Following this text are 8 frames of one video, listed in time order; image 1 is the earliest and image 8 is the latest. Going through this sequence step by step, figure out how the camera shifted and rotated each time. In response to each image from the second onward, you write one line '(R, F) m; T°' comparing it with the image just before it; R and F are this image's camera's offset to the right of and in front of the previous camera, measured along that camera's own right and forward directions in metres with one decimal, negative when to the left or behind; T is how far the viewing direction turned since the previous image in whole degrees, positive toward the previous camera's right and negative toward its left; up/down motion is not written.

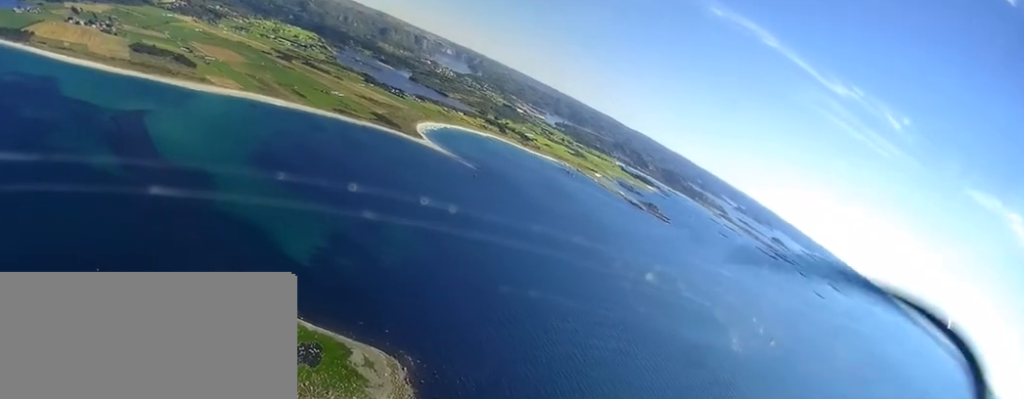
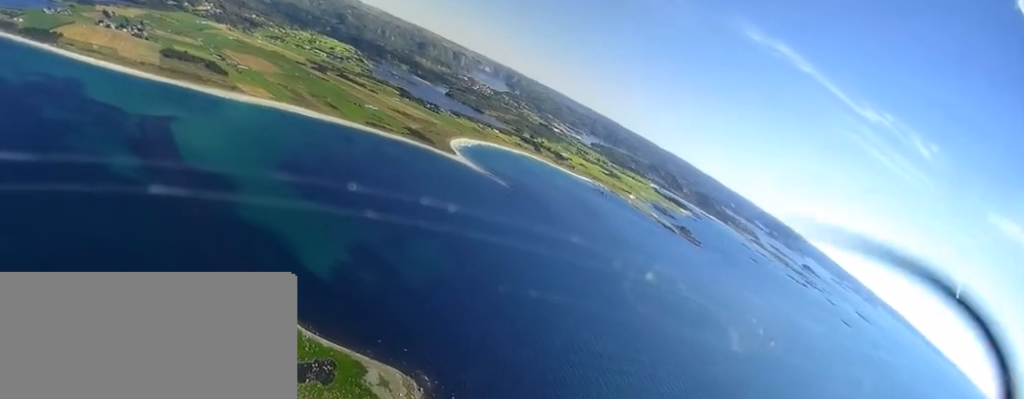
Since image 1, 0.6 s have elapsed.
(-0.4, +27.2) m; -3°
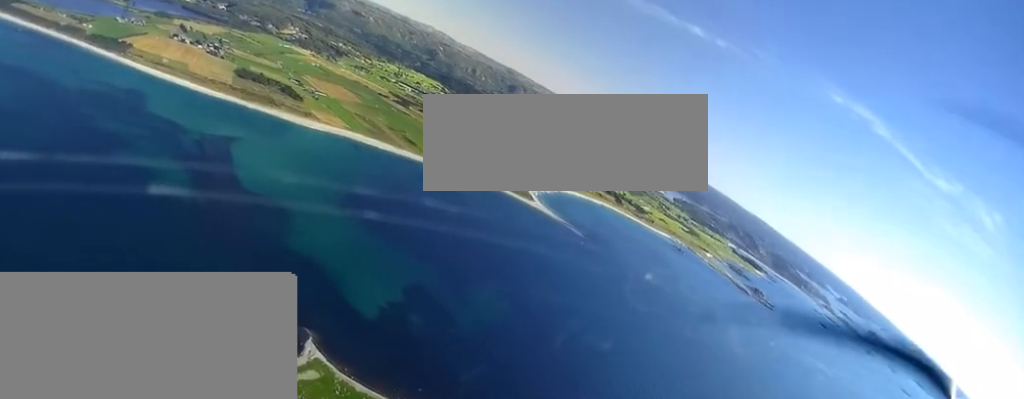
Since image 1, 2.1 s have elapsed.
(-5.6, +69.9) m; -9°
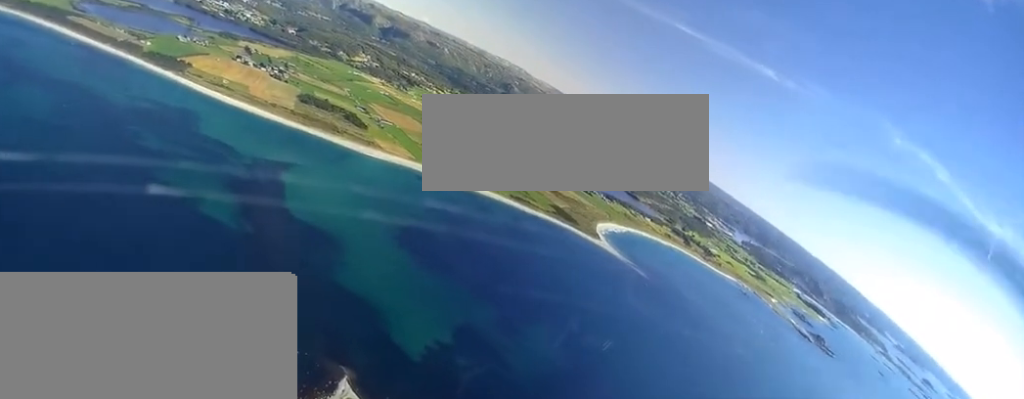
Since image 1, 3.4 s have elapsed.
(-3.4, +58.3) m; -7°
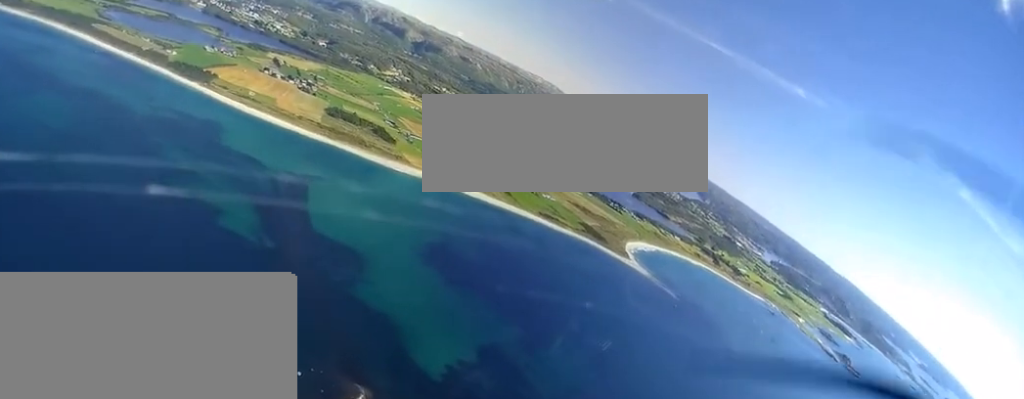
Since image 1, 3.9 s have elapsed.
(-1.1, +24.8) m; -3°
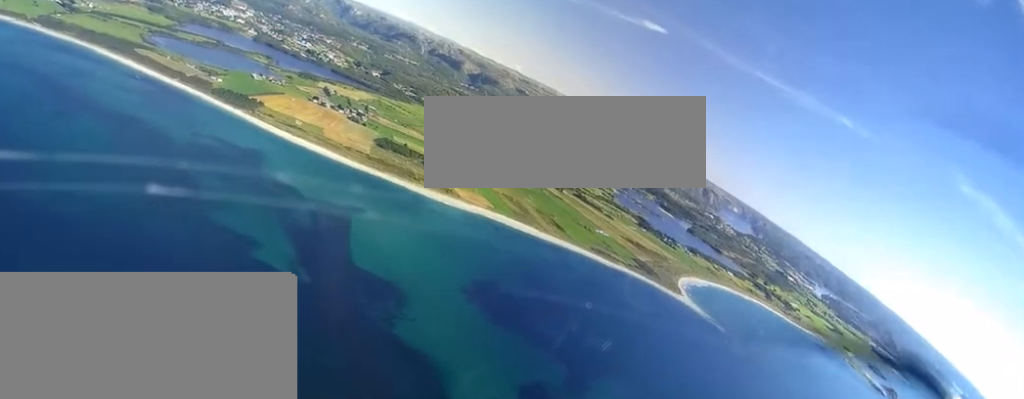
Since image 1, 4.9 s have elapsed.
(-2.3, +46.8) m; -5°
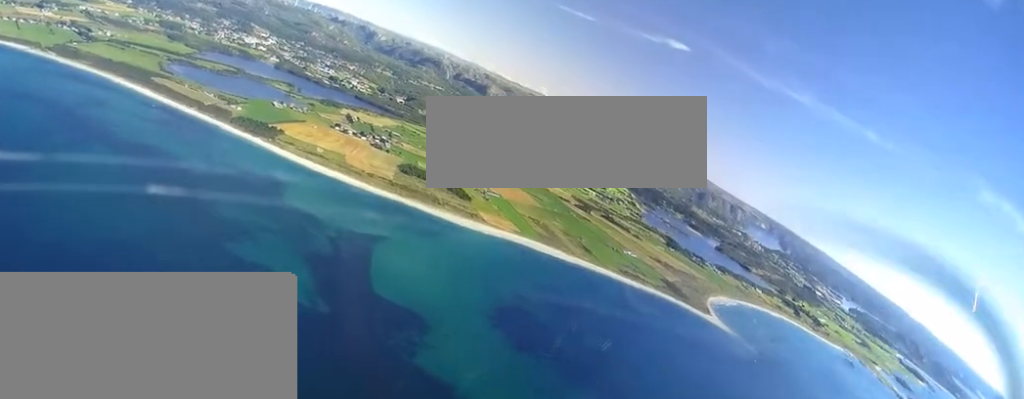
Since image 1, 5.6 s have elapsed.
(-0.8, +31.5) m; -3°
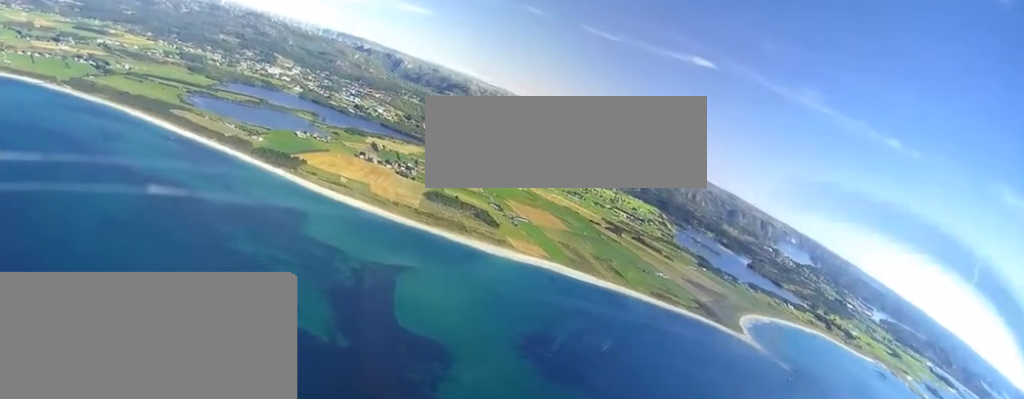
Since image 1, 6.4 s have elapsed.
(-1.0, +38.1) m; -3°
